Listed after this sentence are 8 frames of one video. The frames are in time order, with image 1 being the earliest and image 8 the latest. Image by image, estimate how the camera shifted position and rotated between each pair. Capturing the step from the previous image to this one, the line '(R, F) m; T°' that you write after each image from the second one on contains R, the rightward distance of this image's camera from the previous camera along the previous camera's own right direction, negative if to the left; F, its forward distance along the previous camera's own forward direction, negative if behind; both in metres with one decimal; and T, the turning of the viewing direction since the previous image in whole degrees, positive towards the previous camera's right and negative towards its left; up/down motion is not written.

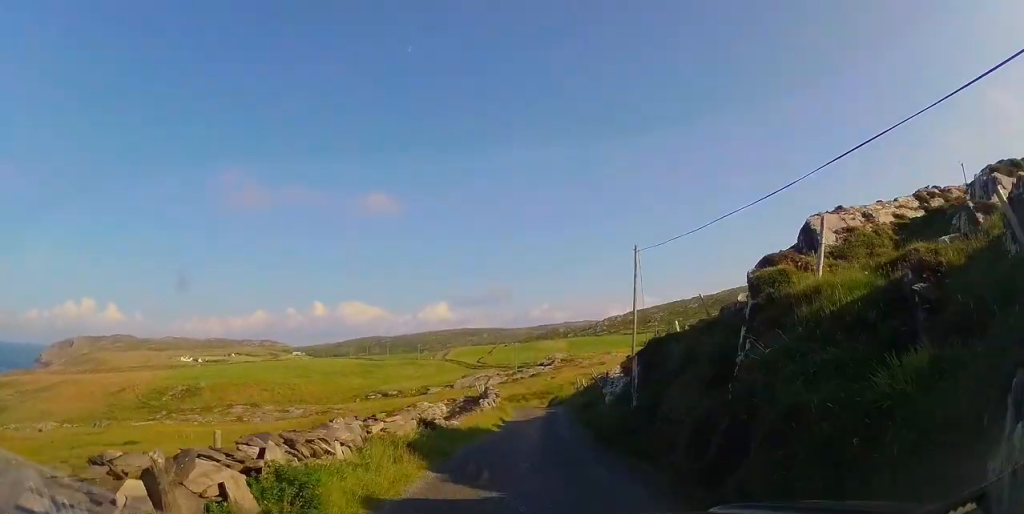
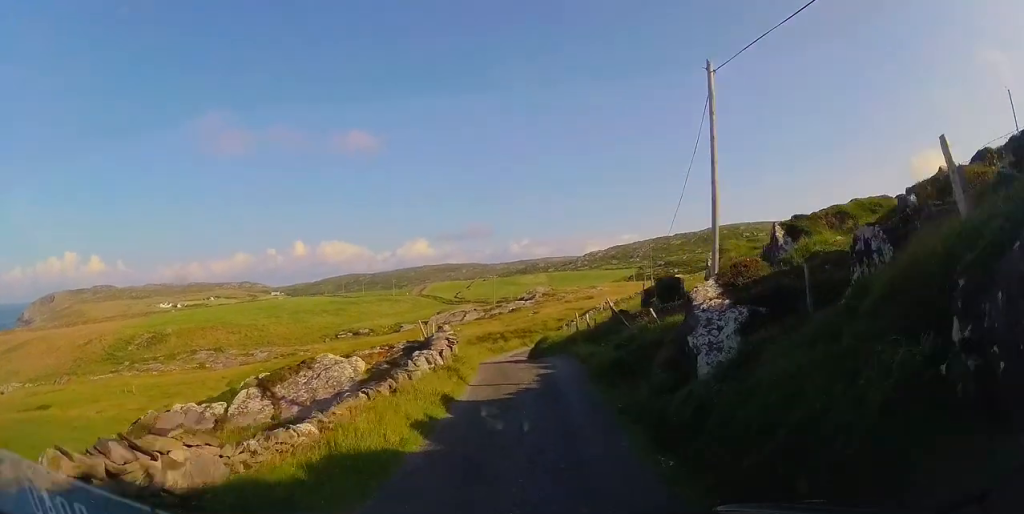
(-0.1, +11.7) m; +2°
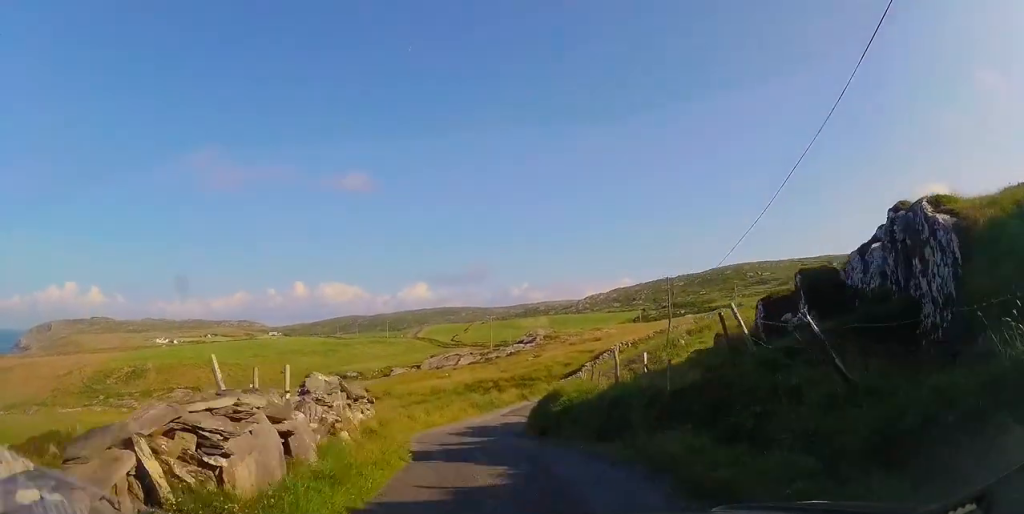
(+0.2, +11.6) m; 0°
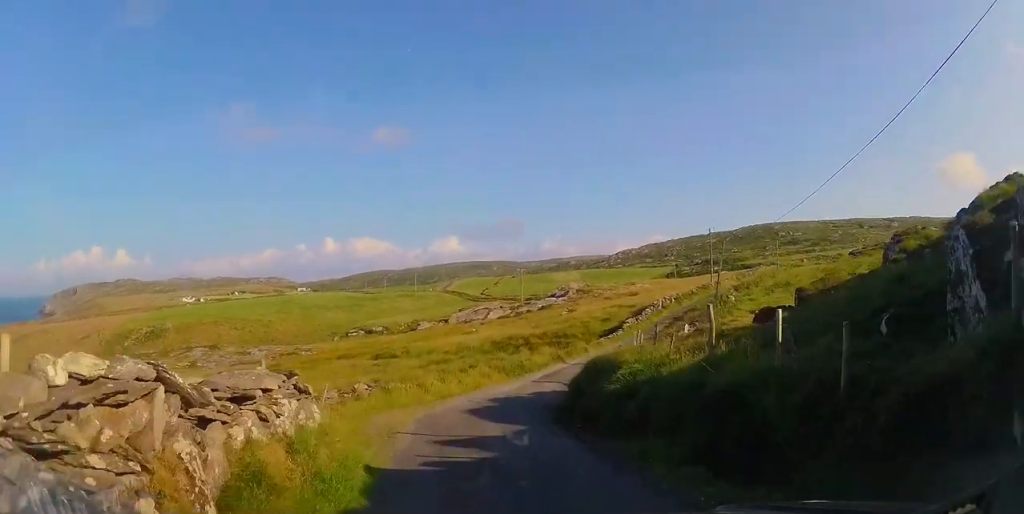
(0.0, +5.5) m; -2°
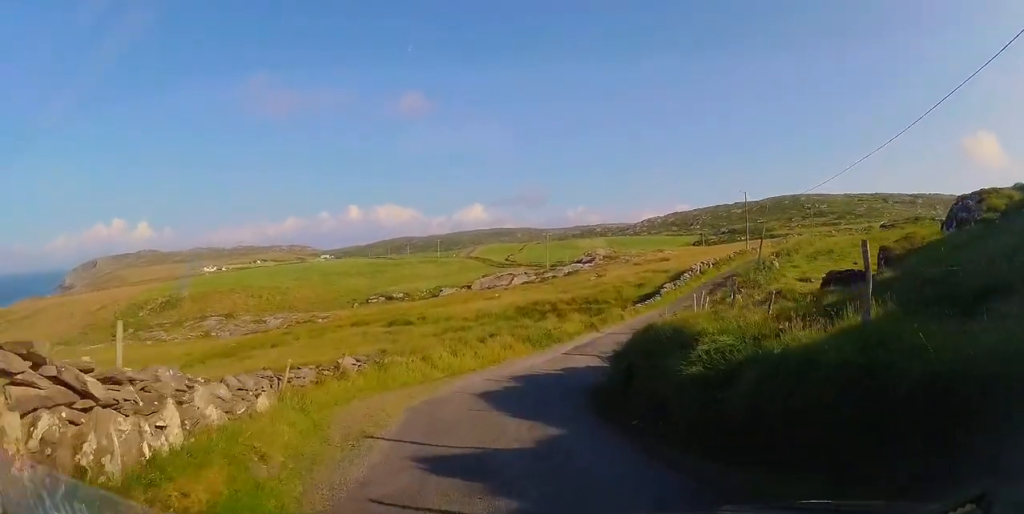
(-0.1, +4.4) m; -2°
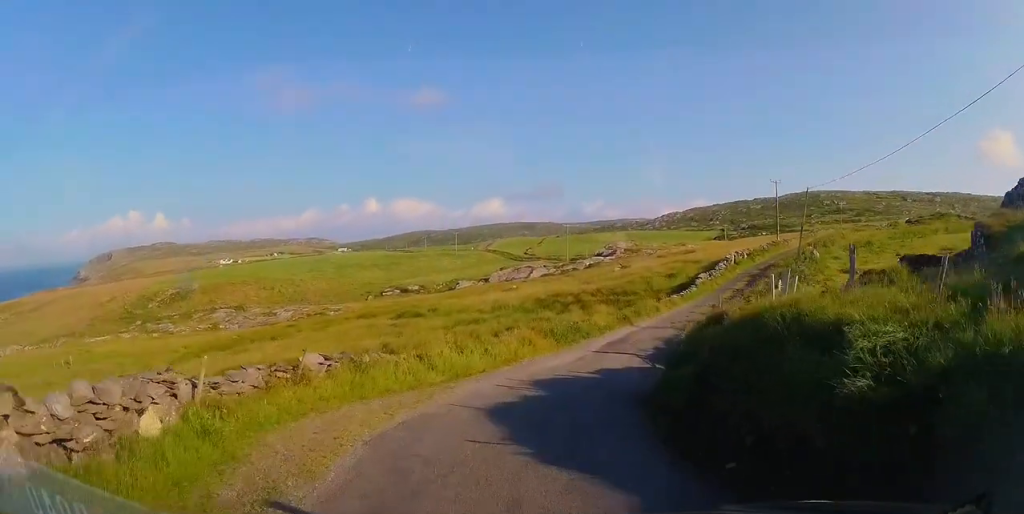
(-0.1, +3.9) m; -1°
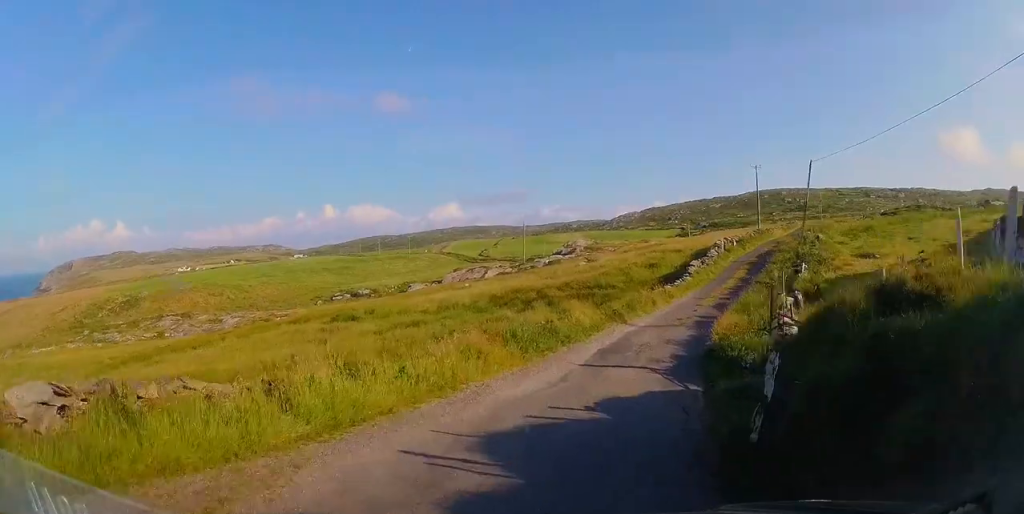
(0.0, +6.7) m; +4°
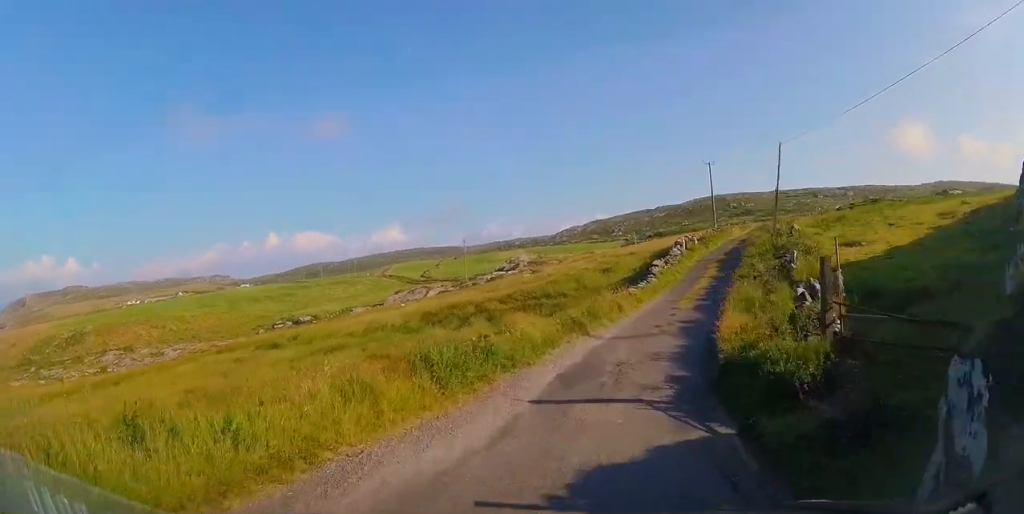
(+0.2, +3.9) m; +5°
